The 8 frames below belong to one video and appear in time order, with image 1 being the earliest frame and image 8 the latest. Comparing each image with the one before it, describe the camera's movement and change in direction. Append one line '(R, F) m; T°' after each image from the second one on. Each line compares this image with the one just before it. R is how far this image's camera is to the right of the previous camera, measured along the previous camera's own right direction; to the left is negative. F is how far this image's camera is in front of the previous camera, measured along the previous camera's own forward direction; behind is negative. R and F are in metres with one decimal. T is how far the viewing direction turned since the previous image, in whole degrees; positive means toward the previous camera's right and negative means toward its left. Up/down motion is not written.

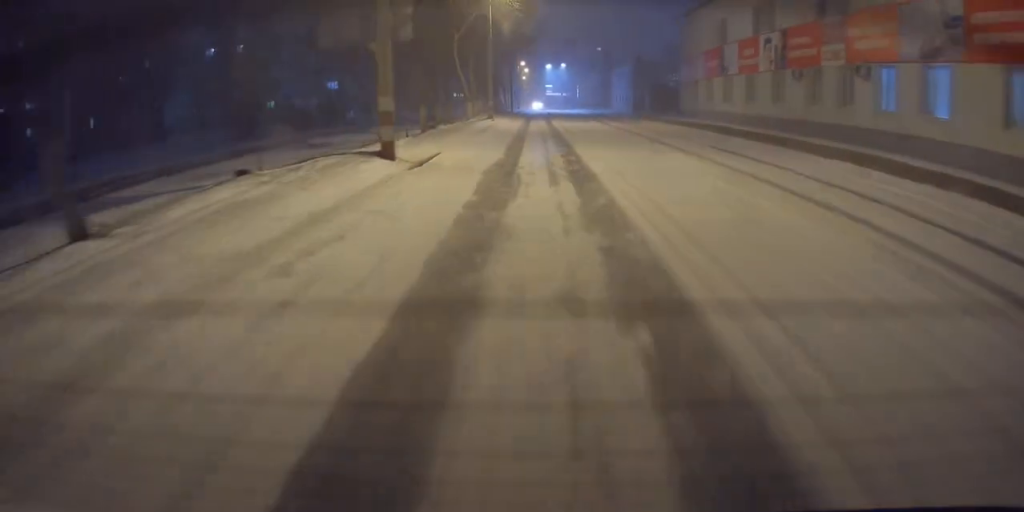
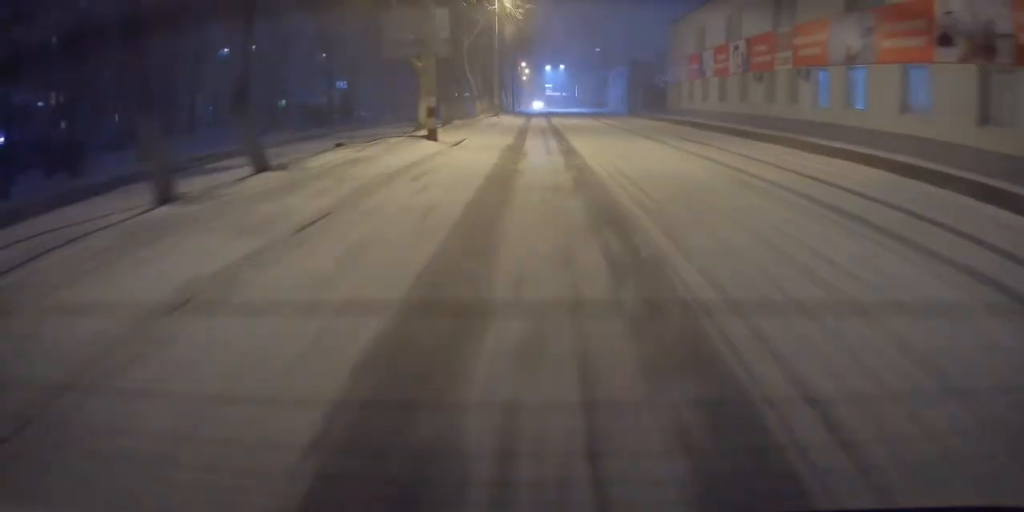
(+0.1, +5.3) m; +1°
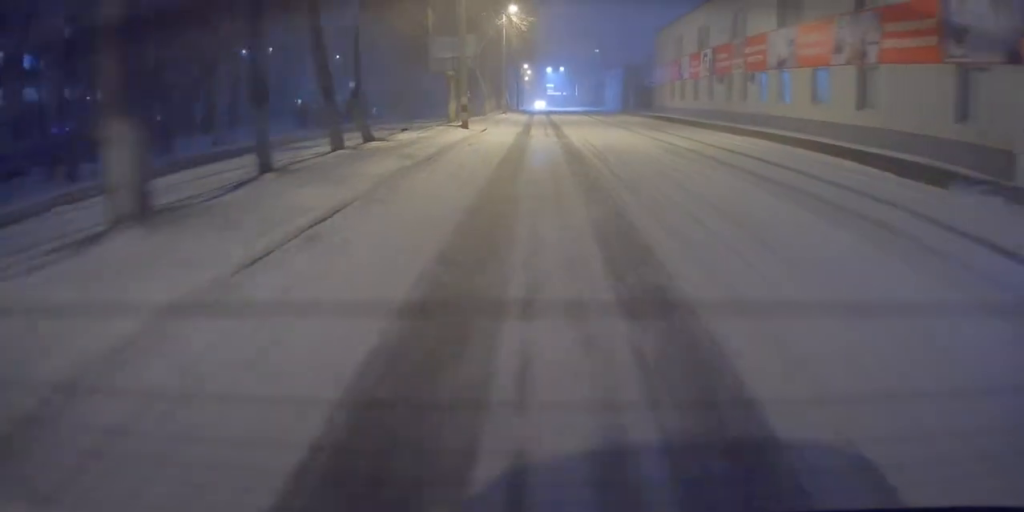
(-0.2, +7.3) m; +1°
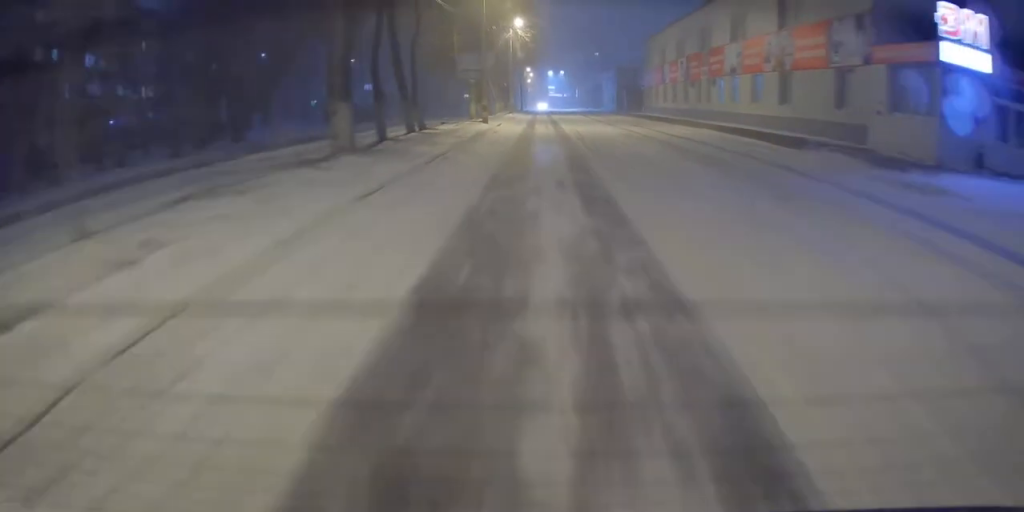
(+0.1, +8.1) m; 0°
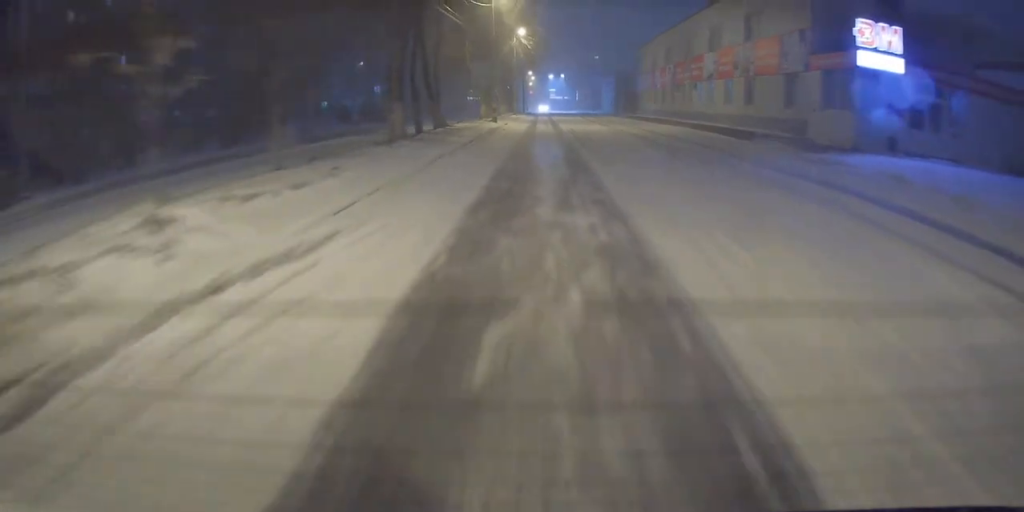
(+0.2, +5.5) m; 0°
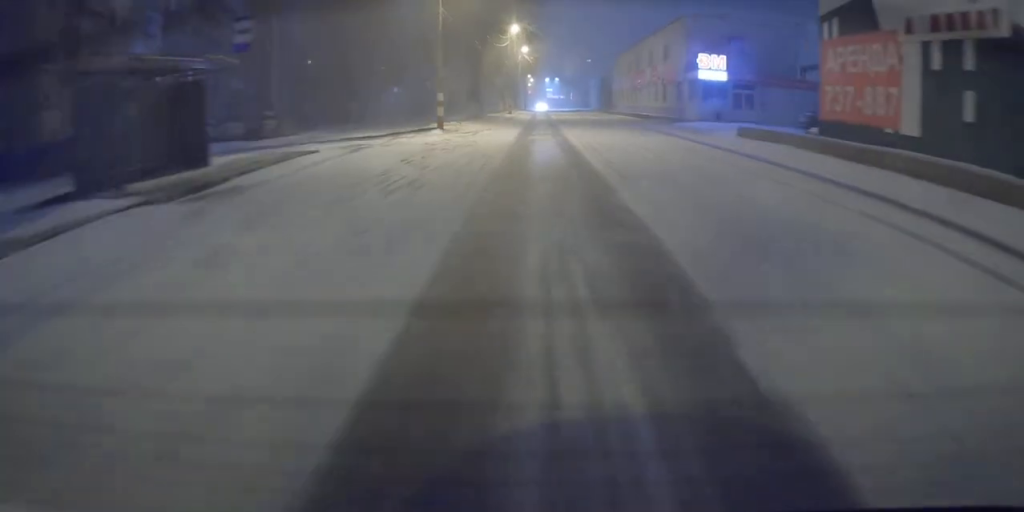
(-0.7, +23.8) m; -4°
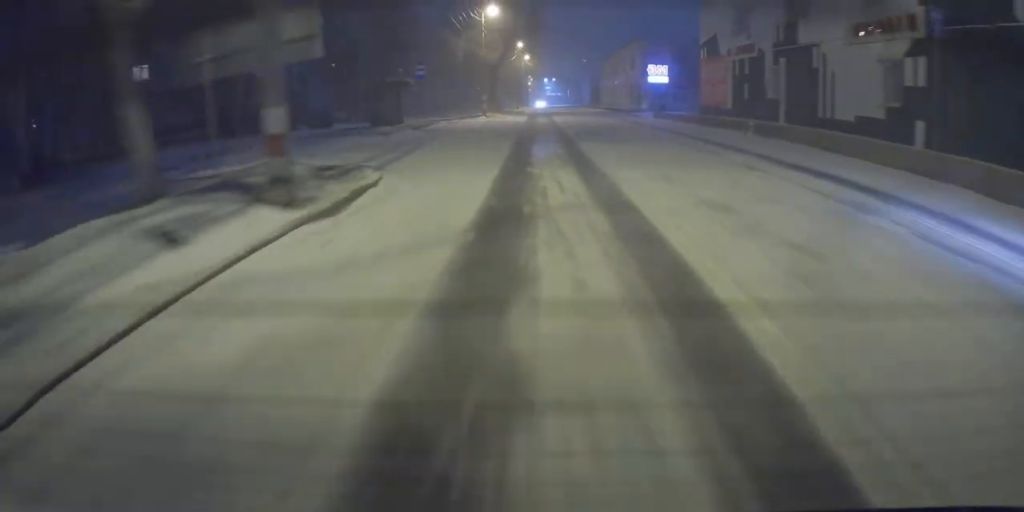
(-0.2, +21.2) m; +2°
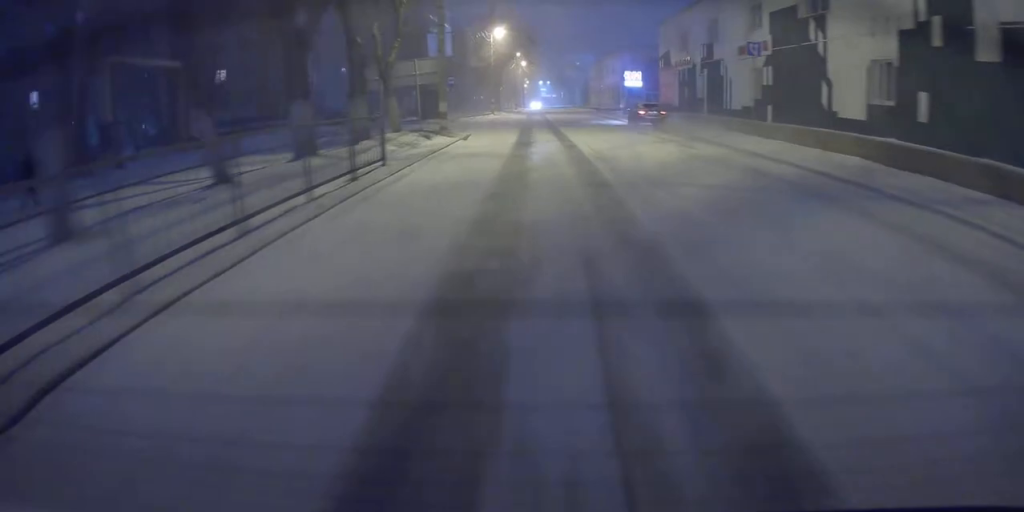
(+0.2, +14.1) m; +1°
